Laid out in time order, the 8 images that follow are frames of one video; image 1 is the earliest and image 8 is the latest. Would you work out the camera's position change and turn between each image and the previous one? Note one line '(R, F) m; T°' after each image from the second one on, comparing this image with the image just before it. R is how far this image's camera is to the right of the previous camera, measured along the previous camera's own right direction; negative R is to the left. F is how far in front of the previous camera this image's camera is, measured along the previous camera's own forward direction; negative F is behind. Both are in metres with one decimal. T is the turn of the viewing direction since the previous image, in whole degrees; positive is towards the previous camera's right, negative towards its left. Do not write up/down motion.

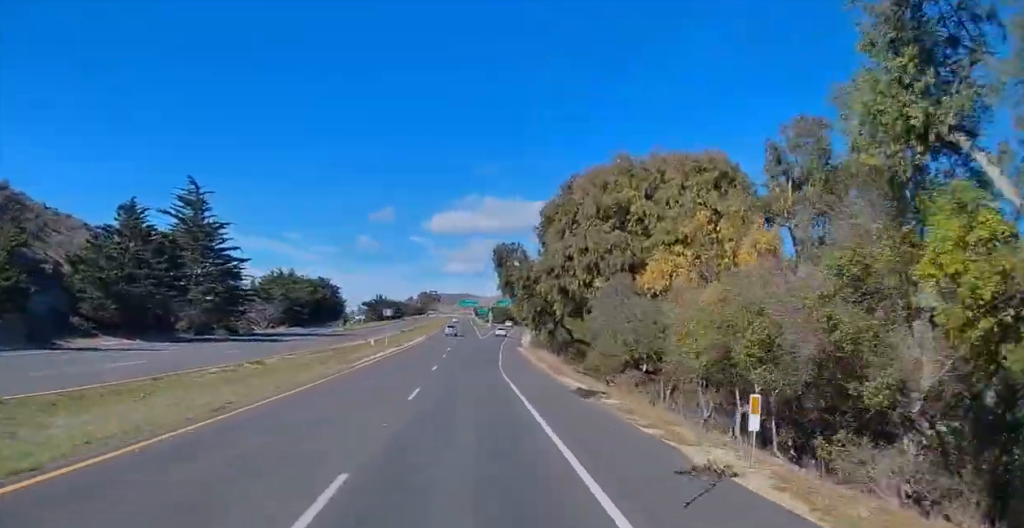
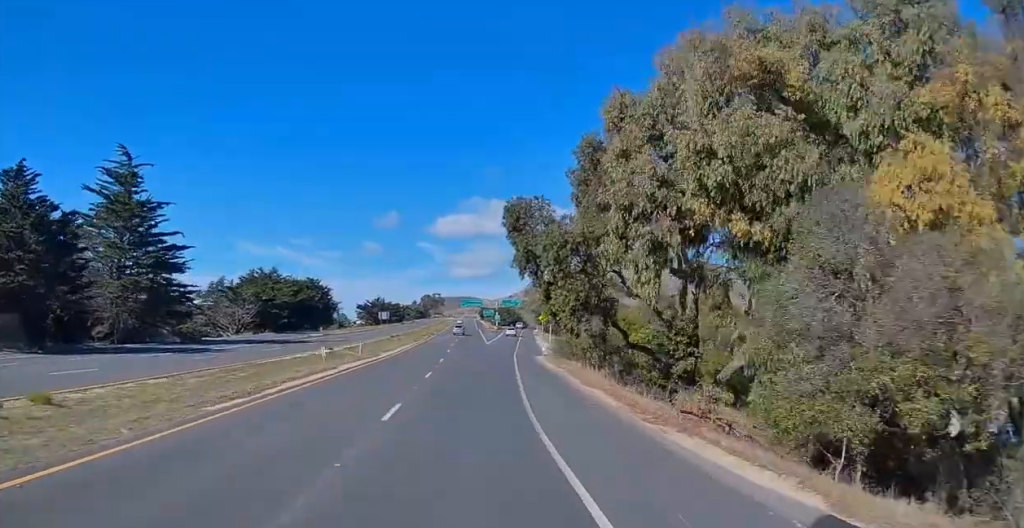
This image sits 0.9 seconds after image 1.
(-0.1, +18.0) m; -1°
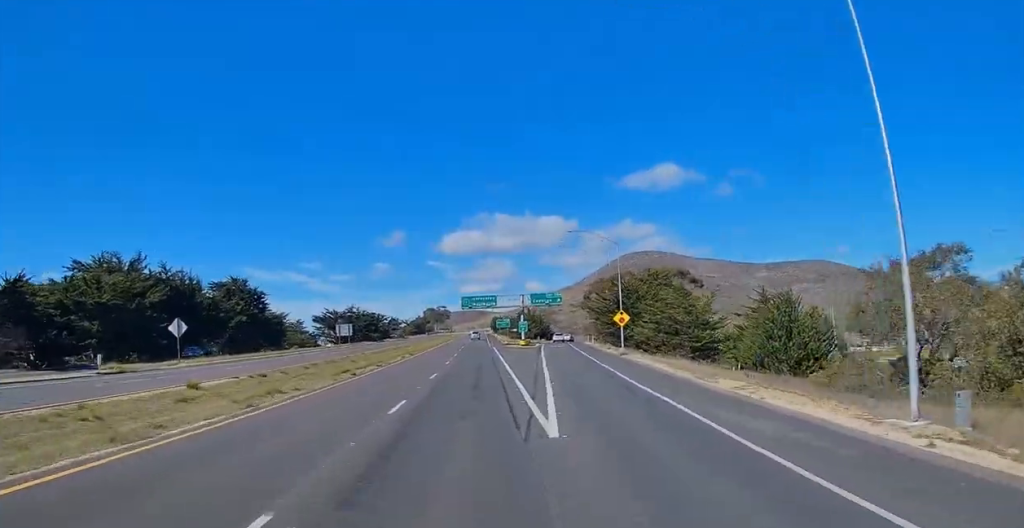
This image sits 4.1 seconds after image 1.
(-0.8, +70.8) m; -1°
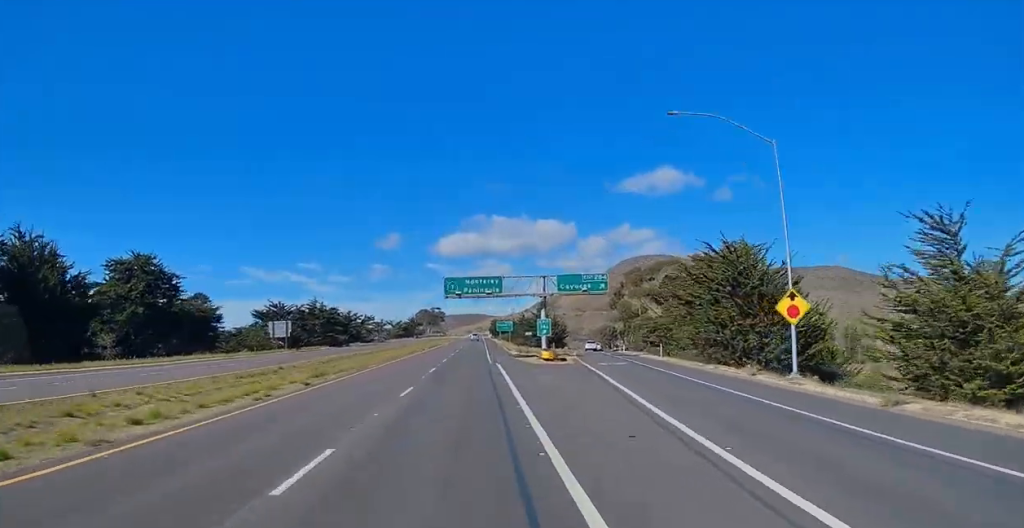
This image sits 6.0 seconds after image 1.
(0.0, +39.0) m; 0°
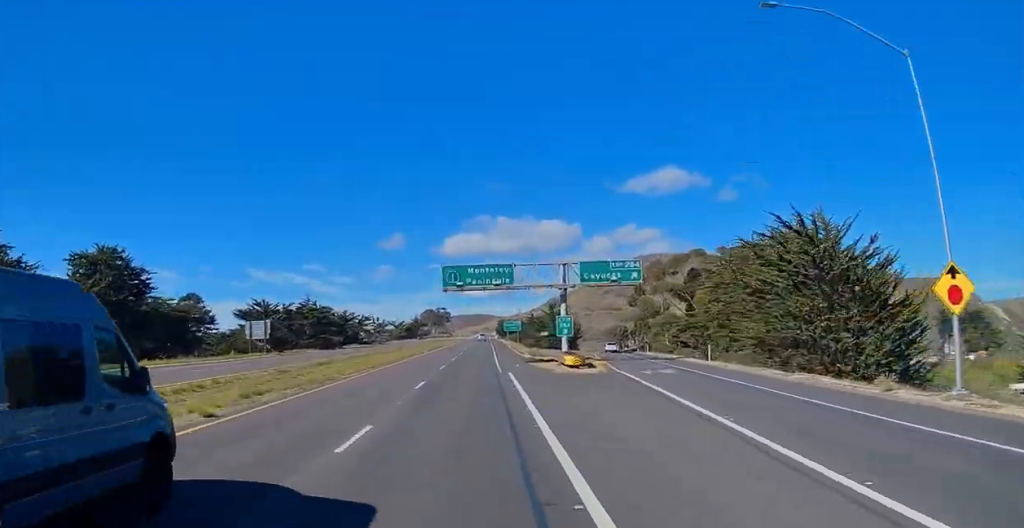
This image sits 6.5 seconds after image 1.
(0.0, +11.9) m; 0°
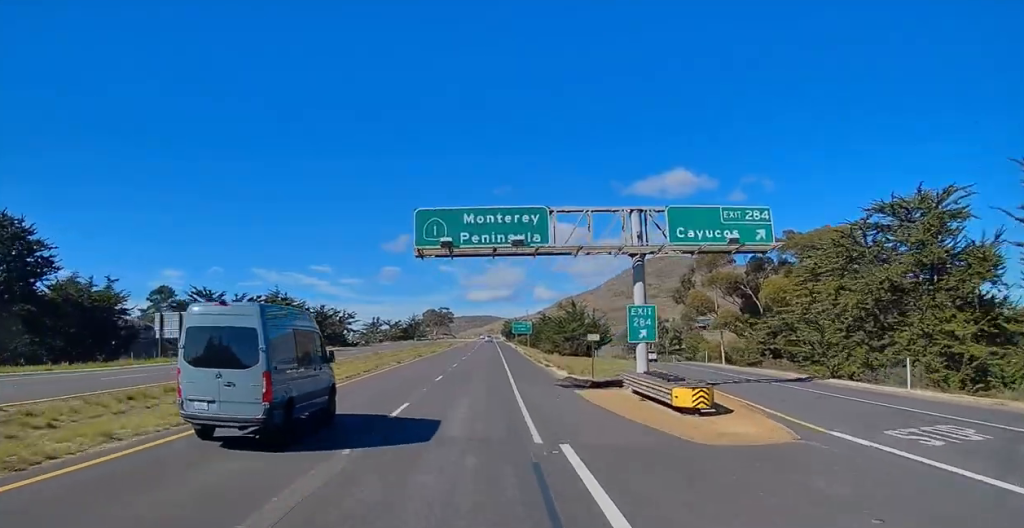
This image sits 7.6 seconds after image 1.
(-0.1, +24.4) m; 0°
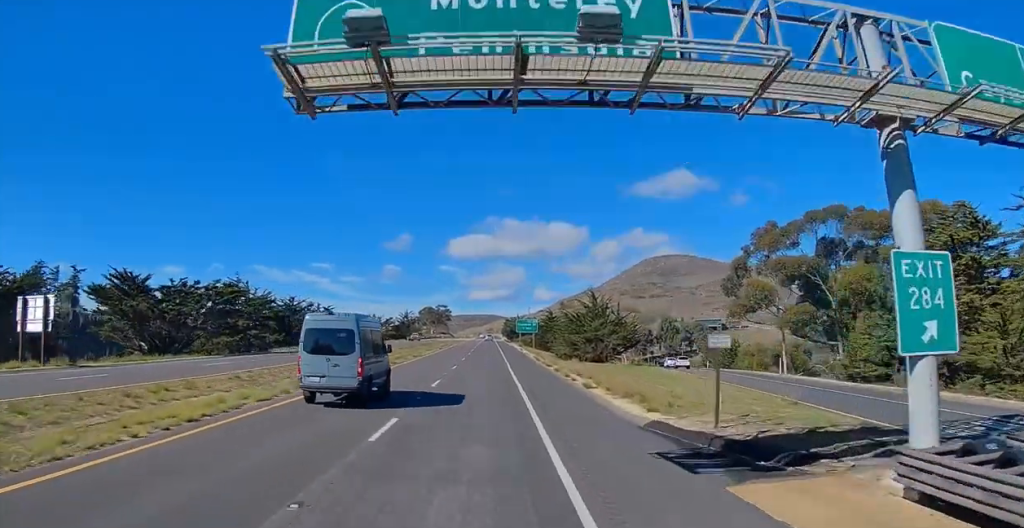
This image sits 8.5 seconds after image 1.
(+0.2, +17.9) m; -1°
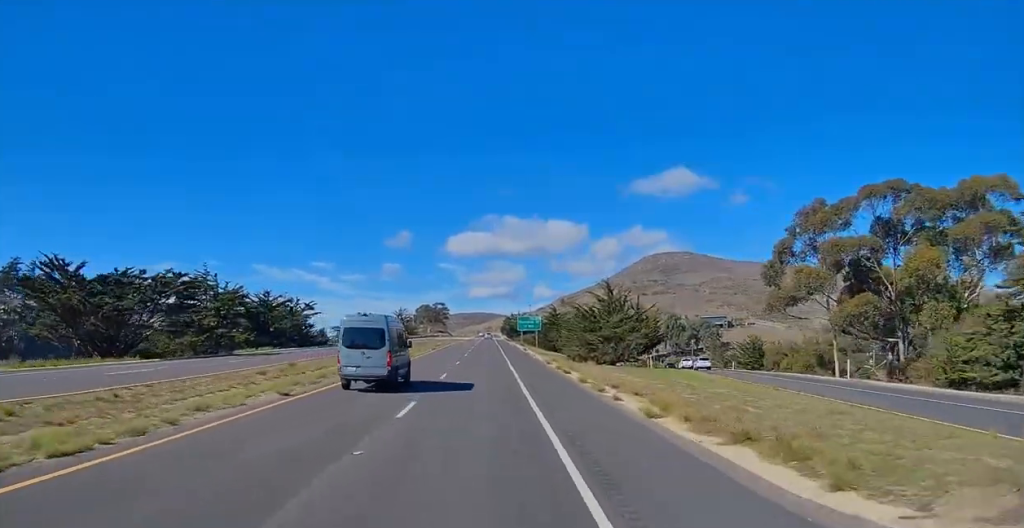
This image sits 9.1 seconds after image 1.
(-0.3, +10.7) m; 0°
